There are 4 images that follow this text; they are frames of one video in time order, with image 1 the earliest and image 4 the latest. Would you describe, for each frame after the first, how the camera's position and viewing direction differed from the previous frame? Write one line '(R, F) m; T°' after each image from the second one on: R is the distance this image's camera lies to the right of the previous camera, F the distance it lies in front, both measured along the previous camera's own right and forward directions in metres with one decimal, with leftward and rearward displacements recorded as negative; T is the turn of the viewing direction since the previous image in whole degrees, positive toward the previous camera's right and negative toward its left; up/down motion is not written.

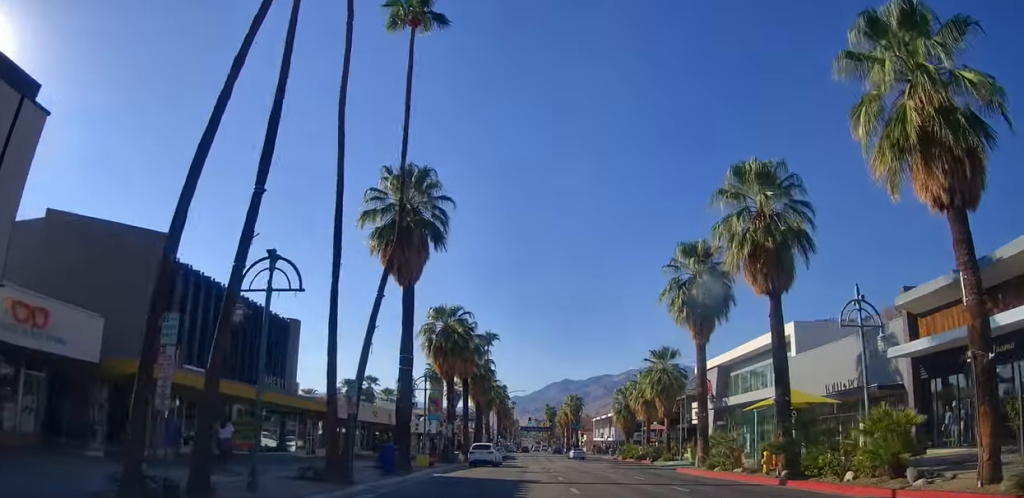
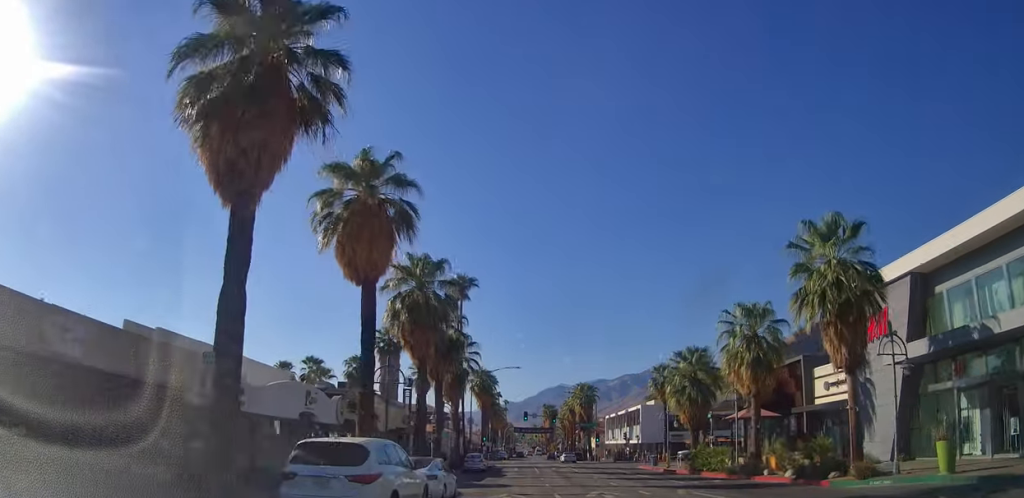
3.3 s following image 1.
(0.0, +32.7) m; 0°
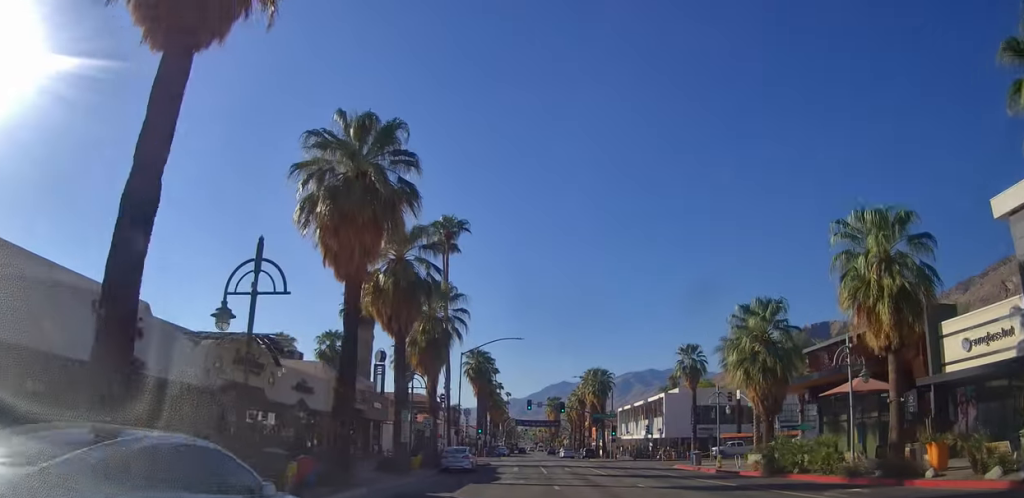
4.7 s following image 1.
(0.0, +13.9) m; 0°
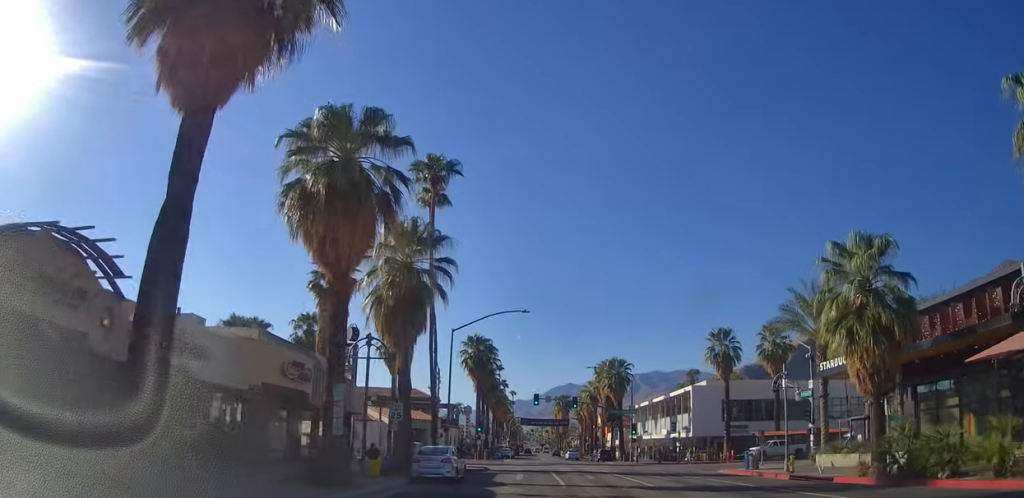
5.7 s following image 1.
(0.0, +10.2) m; 0°
